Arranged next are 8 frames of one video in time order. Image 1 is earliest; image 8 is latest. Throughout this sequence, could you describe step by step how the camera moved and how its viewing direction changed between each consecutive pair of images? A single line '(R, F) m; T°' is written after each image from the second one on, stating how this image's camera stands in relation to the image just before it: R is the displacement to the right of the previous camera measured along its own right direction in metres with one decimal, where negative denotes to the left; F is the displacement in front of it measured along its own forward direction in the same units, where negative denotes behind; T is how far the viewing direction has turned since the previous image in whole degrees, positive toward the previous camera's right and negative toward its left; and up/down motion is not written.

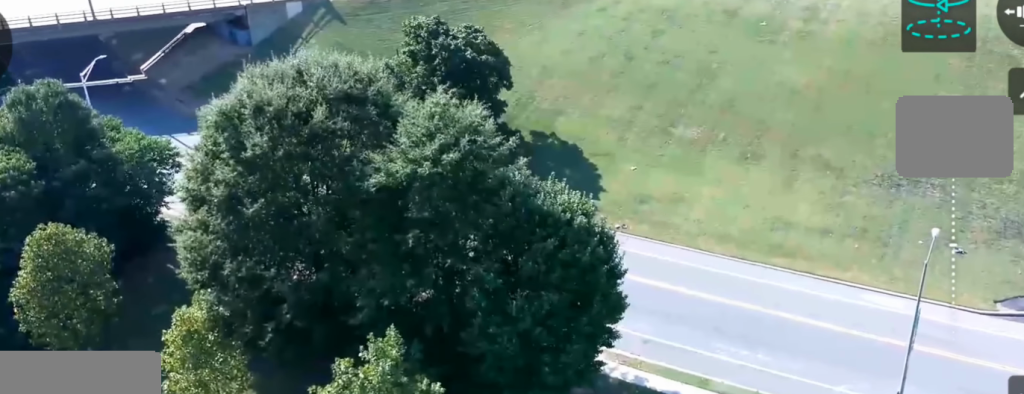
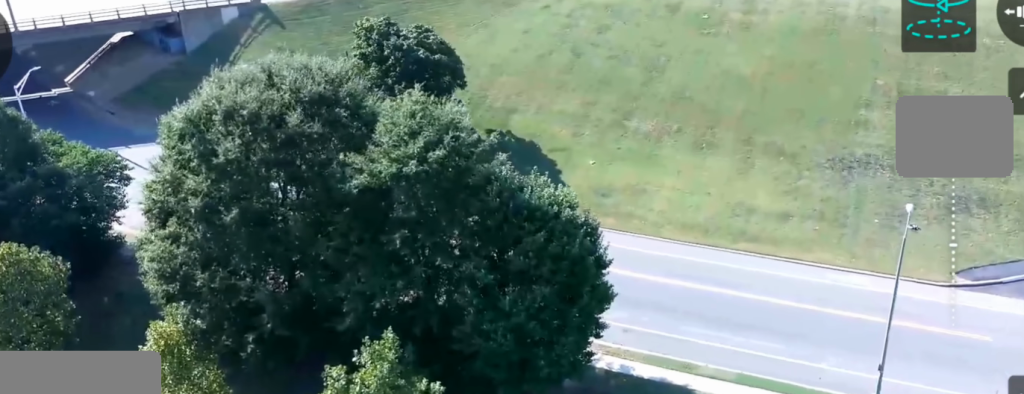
(+0.1, +3.1) m; +5°
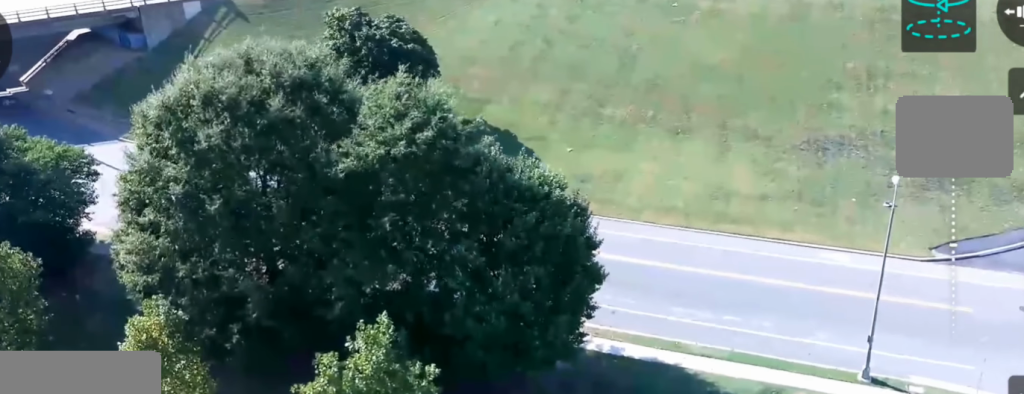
(0.0, +1.4) m; +3°
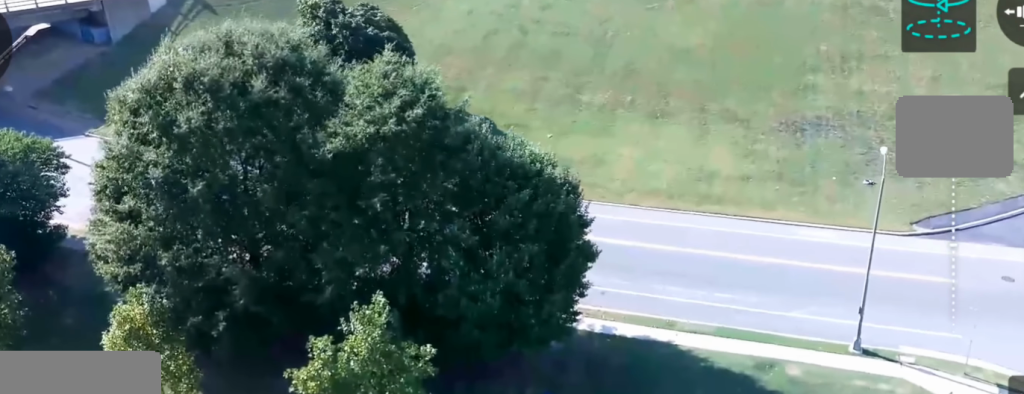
(0.0, +1.4) m; +3°
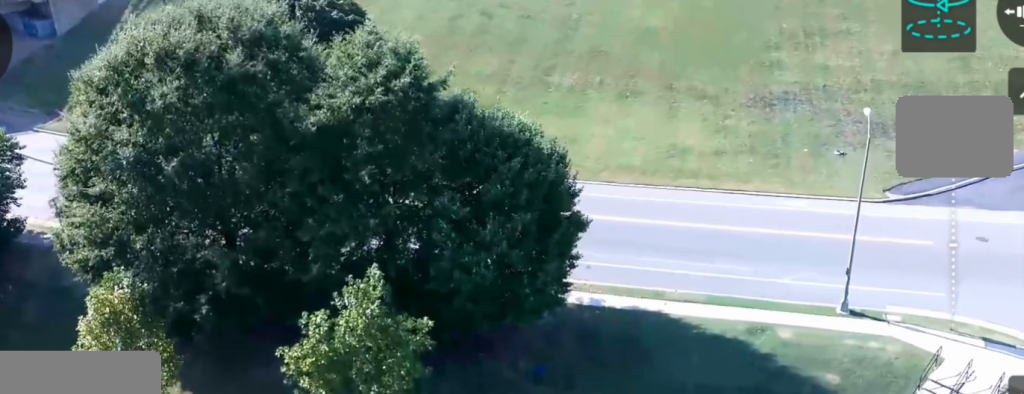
(+0.1, +2.1) m; +5°
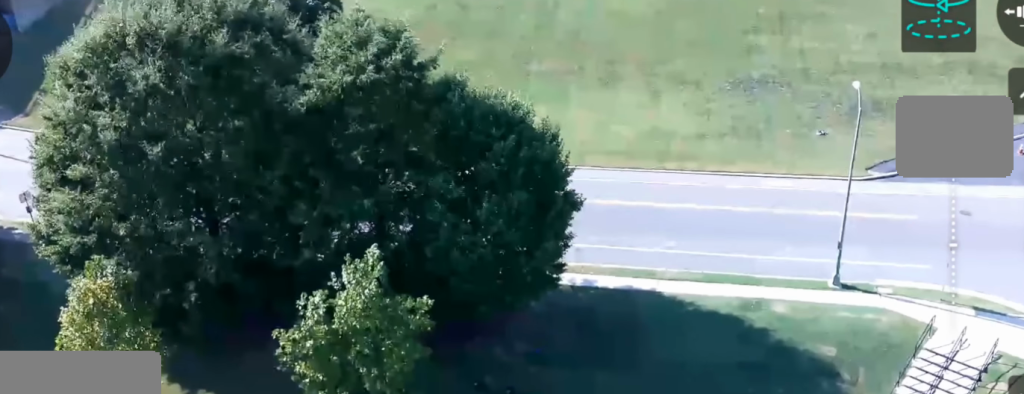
(+0.1, +1.5) m; +3°
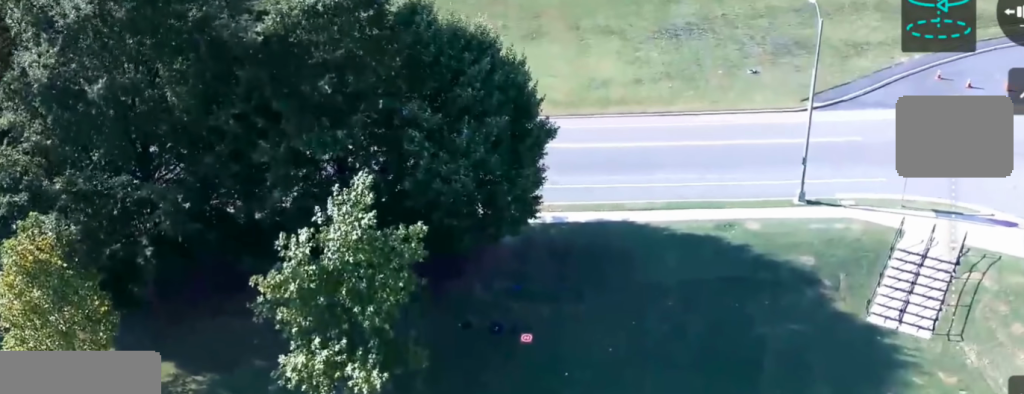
(+0.4, +4.5) m; +9°
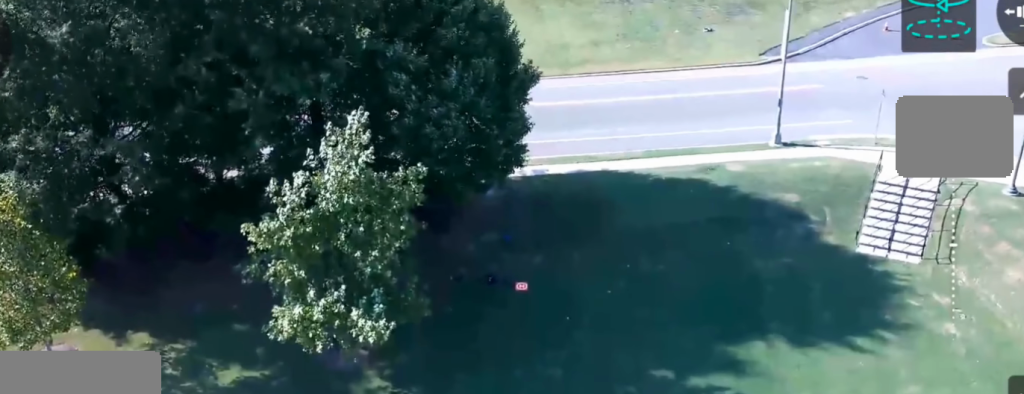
(+0.2, +3.2) m; +6°
